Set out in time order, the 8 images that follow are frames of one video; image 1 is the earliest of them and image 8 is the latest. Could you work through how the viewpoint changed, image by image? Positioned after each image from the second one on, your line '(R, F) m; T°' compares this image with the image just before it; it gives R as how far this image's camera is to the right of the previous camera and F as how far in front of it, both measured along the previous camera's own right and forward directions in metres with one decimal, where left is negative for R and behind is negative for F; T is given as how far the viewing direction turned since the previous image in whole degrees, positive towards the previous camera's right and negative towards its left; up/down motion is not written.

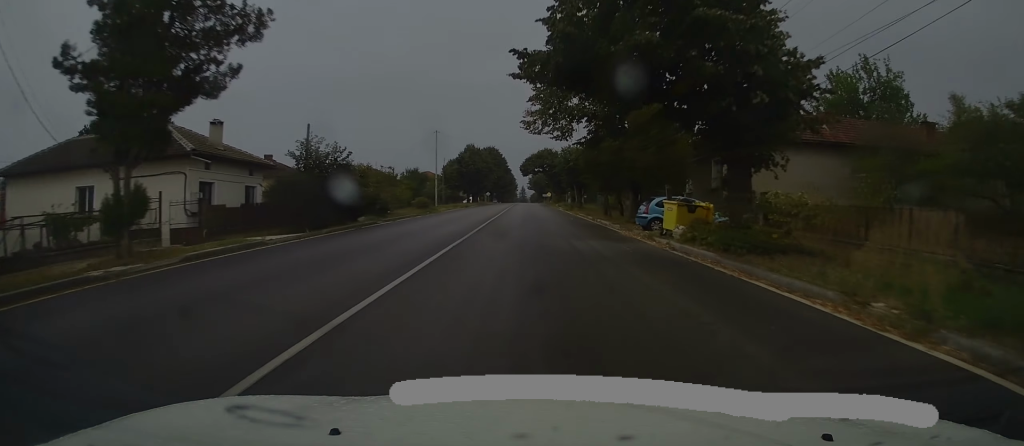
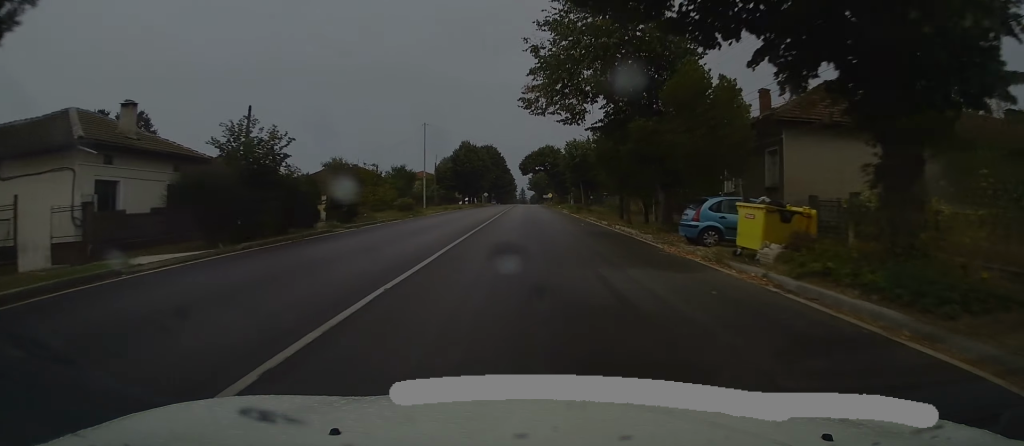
(0.0, +7.0) m; 0°
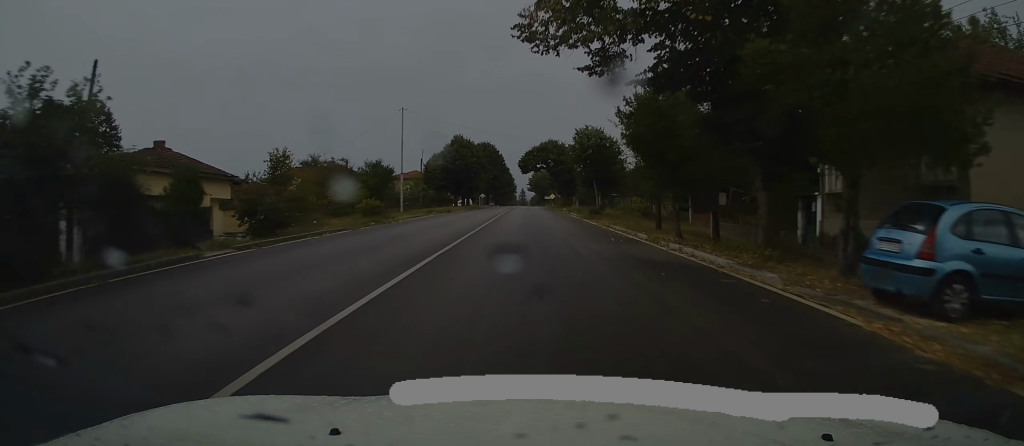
(-0.1, +9.9) m; +1°
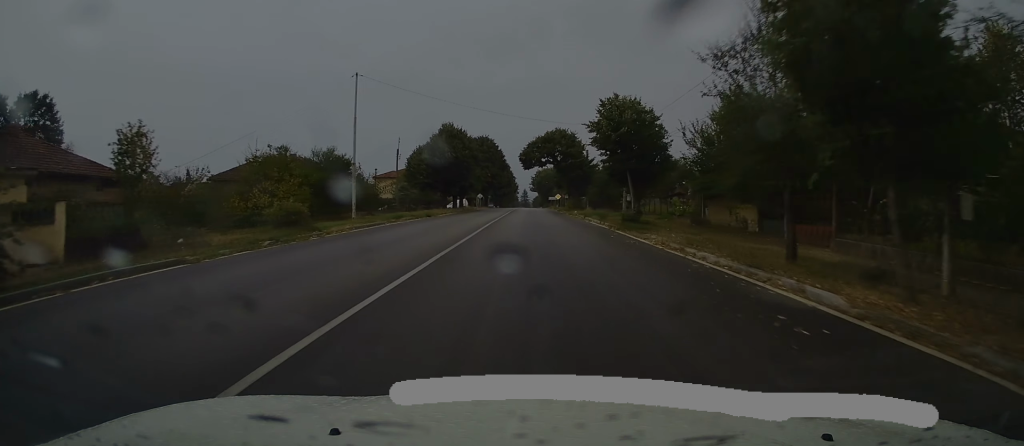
(+0.2, +12.9) m; -1°
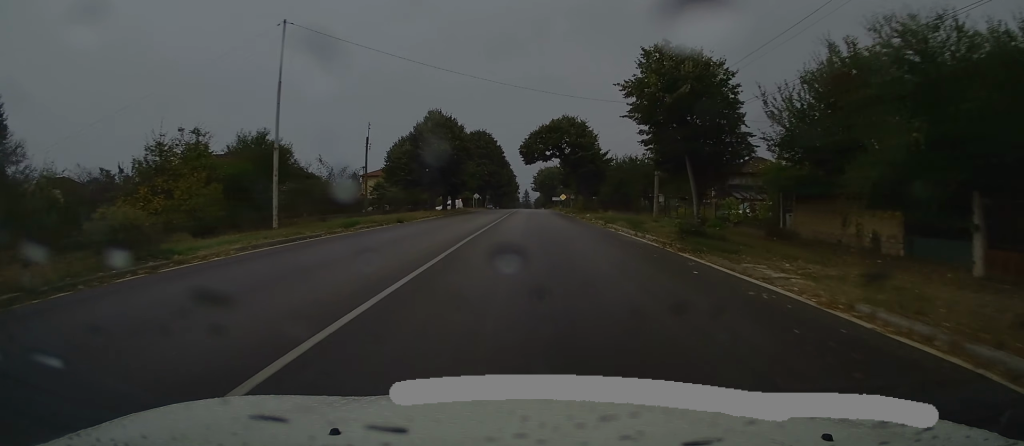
(-0.2, +10.2) m; 0°
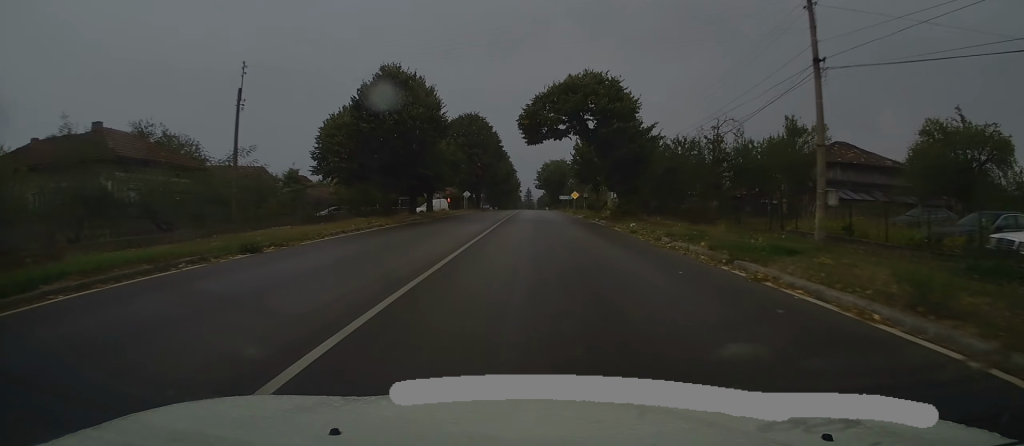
(+0.3, +18.9) m; +1°
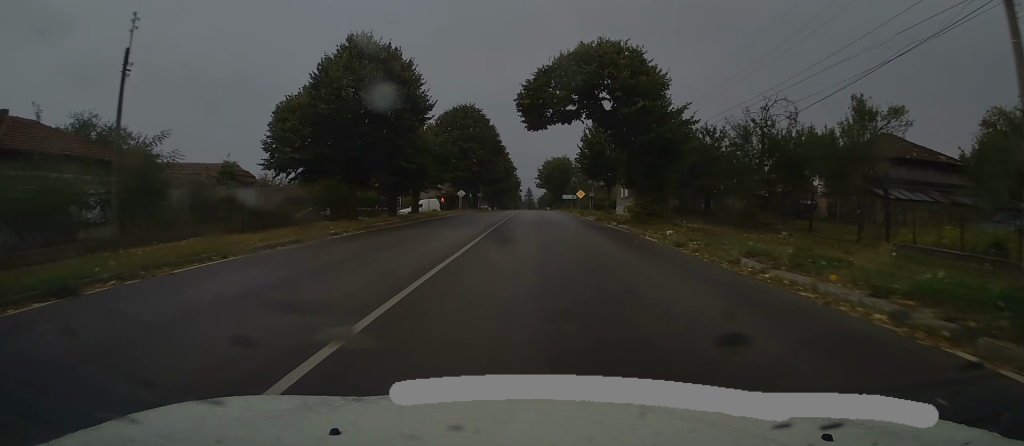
(-0.1, +7.2) m; -1°
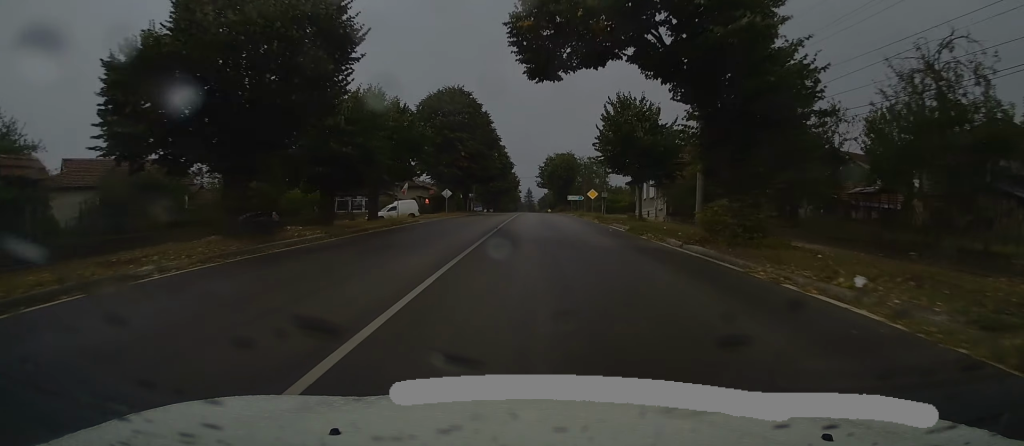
(-0.1, +12.6) m; 0°
